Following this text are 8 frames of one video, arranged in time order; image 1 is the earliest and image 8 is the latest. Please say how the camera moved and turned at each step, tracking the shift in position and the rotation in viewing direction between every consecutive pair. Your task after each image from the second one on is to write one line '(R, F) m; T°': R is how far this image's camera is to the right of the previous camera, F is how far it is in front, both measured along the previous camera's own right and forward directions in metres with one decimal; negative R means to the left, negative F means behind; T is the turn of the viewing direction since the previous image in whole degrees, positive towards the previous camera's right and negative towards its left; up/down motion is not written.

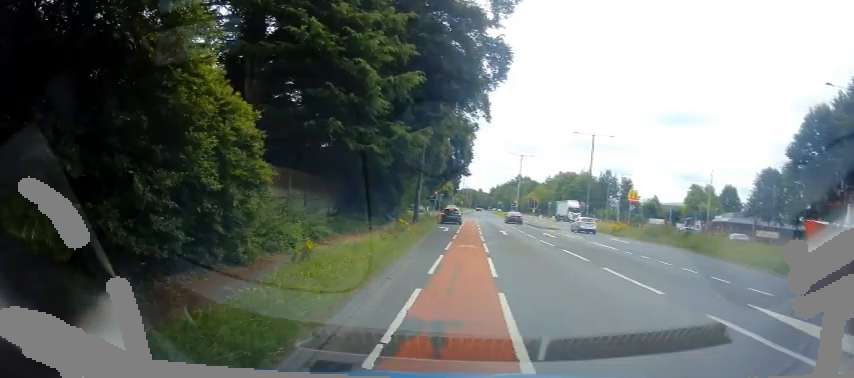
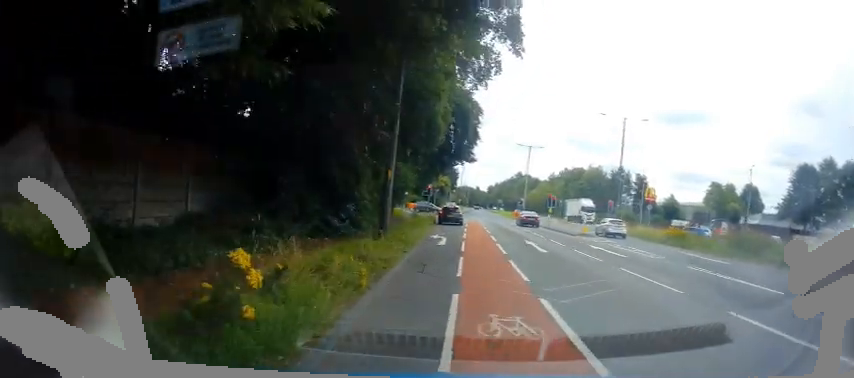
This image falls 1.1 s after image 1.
(0.0, +11.5) m; 0°
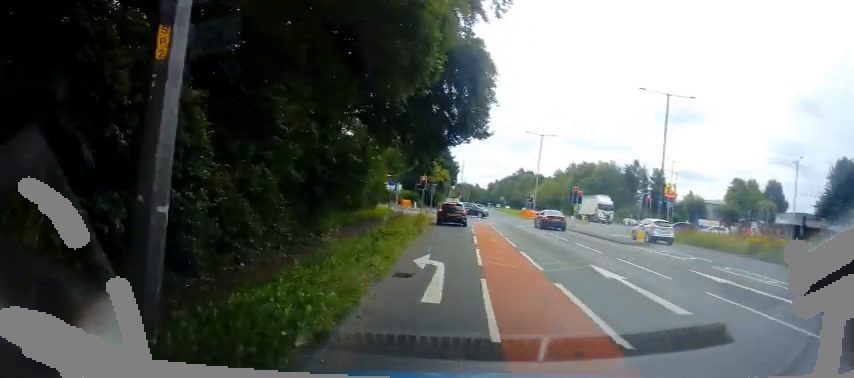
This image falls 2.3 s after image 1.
(-0.1, +10.3) m; 0°
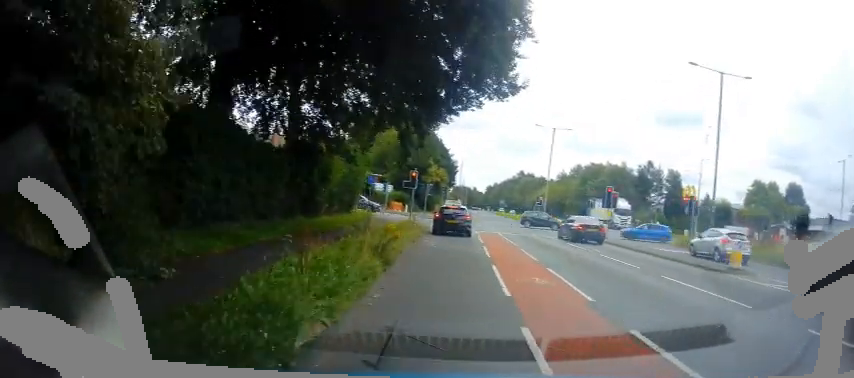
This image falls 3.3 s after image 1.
(+0.1, +8.3) m; +2°
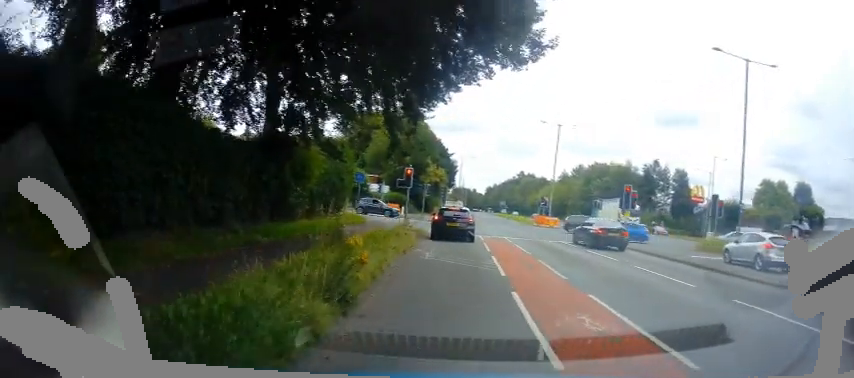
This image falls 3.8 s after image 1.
(+0.2, +3.0) m; 0°
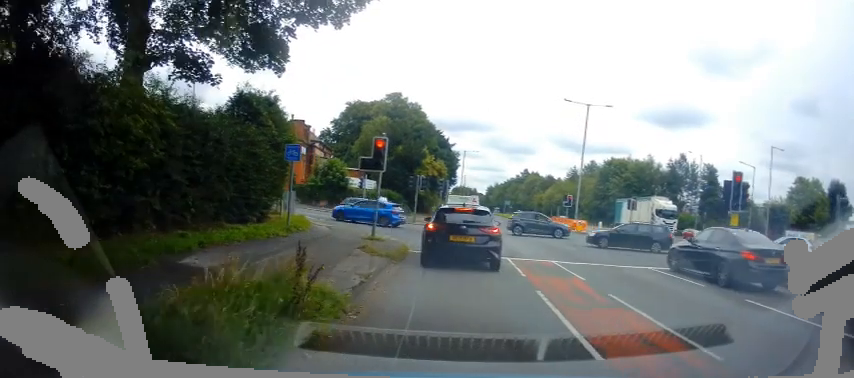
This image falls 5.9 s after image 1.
(-0.3, +10.1) m; -6°
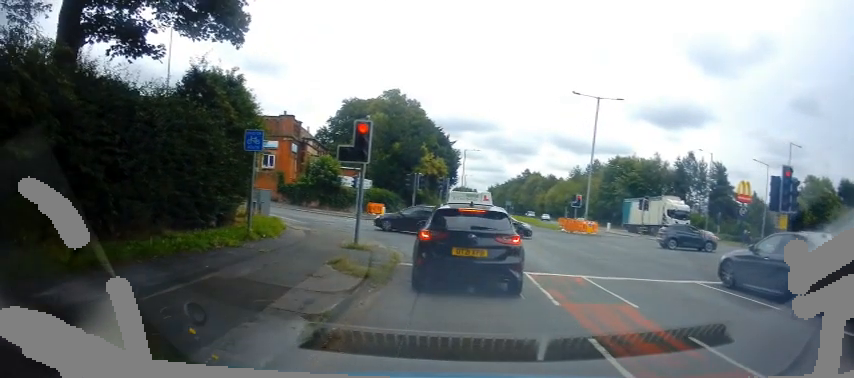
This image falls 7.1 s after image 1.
(-0.5, +2.3) m; 0°
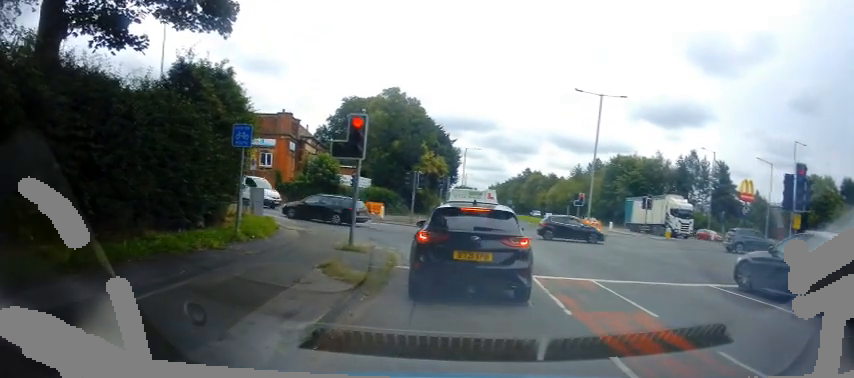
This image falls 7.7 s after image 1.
(0.0, +0.4) m; 0°
